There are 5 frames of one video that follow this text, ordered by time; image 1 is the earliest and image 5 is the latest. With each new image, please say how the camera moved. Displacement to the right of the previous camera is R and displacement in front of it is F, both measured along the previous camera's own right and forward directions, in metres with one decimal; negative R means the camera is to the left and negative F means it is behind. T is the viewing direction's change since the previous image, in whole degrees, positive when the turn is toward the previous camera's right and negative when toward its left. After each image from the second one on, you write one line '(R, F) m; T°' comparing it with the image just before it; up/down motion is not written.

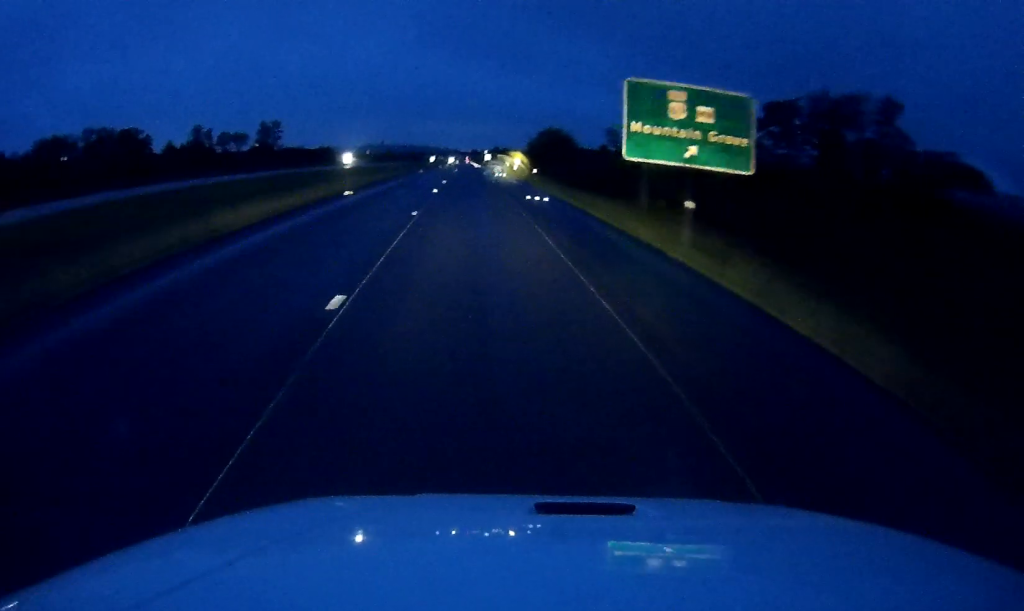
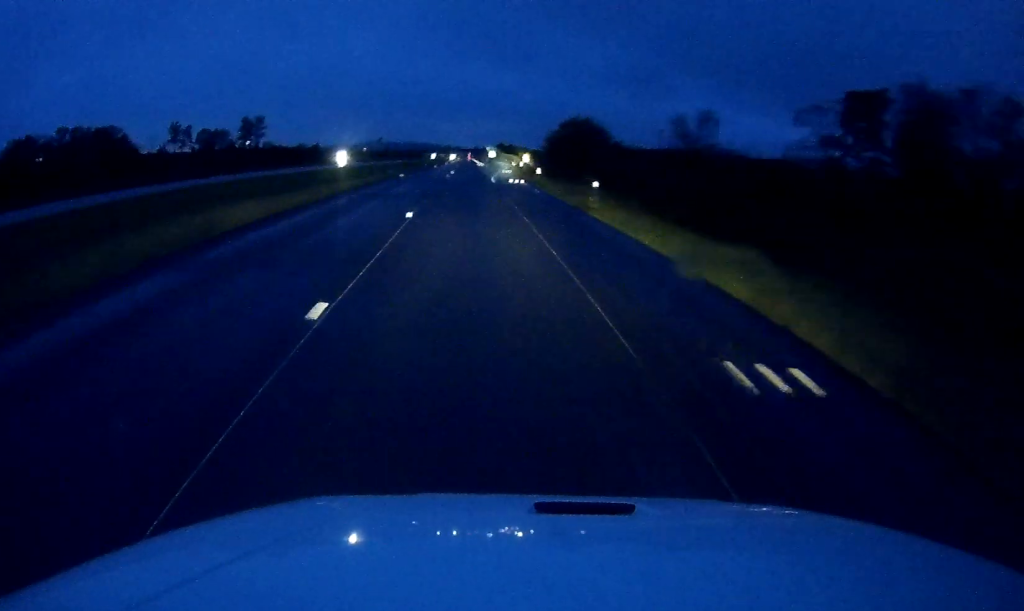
(-0.2, +29.9) m; 0°
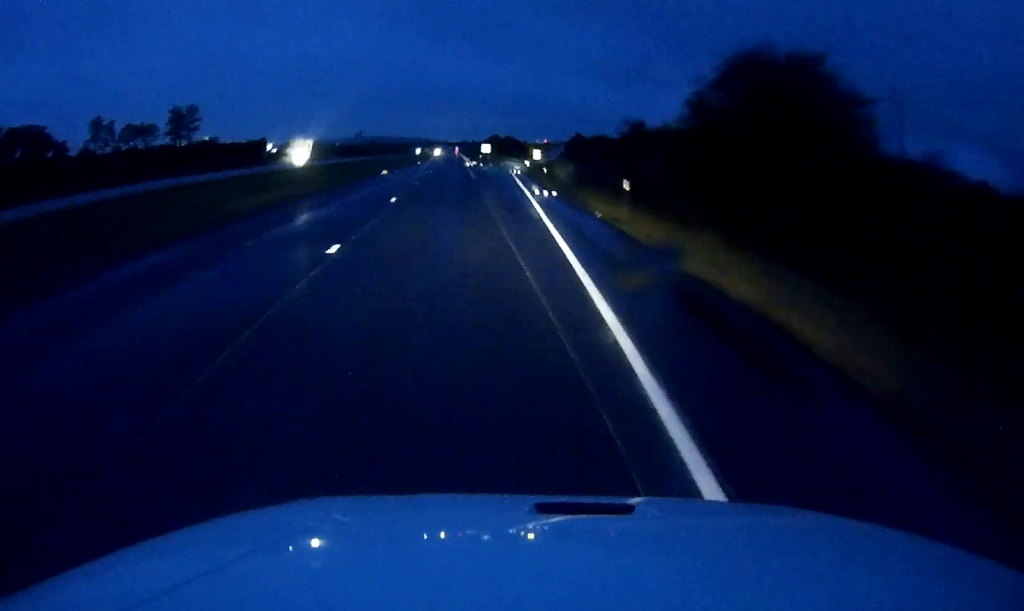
(+0.8, +64.5) m; +1°
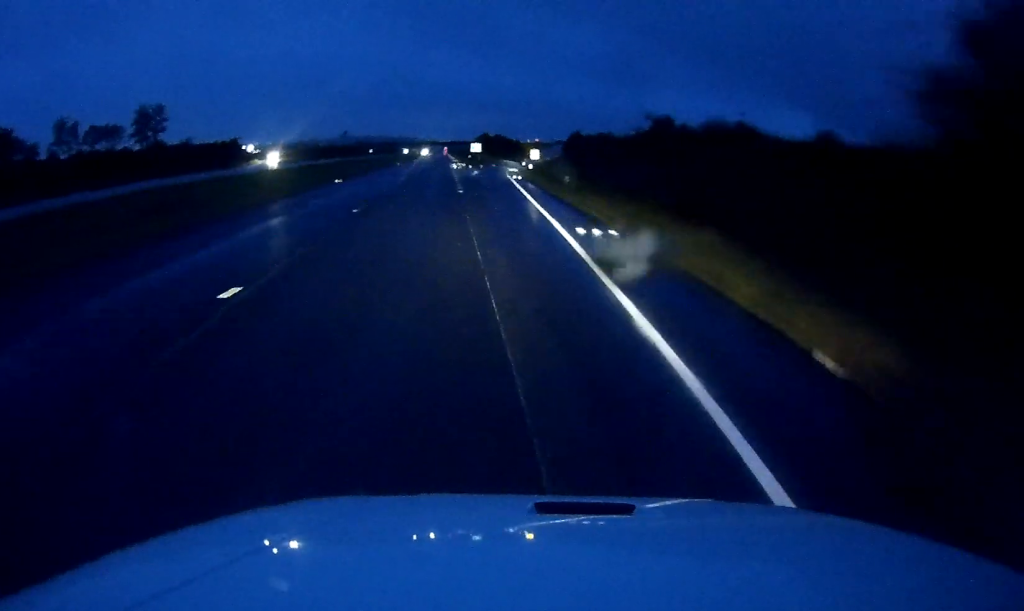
(-0.1, +18.5) m; 0°
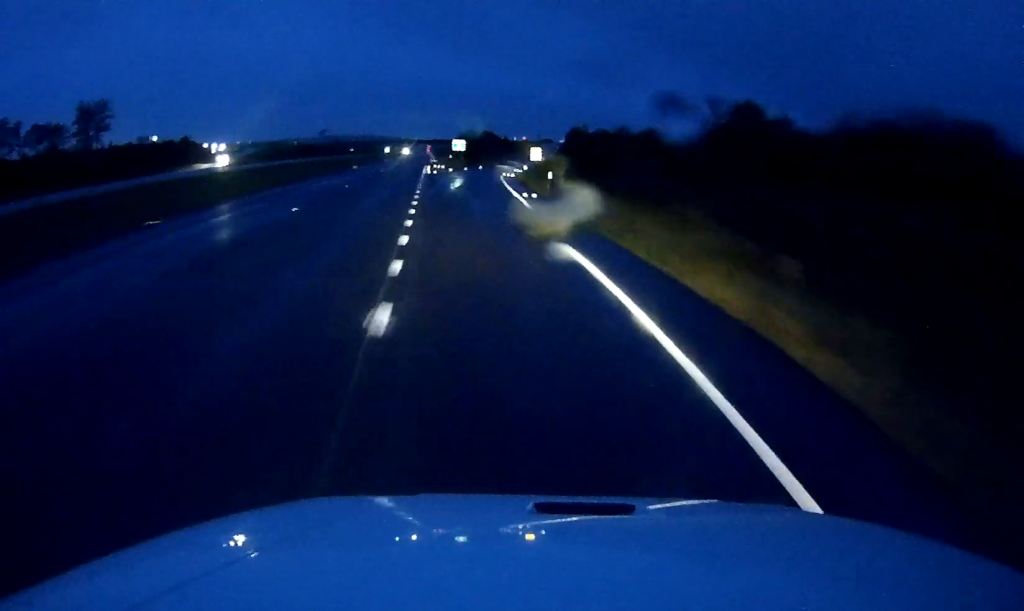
(+0.2, +28.0) m; +1°
